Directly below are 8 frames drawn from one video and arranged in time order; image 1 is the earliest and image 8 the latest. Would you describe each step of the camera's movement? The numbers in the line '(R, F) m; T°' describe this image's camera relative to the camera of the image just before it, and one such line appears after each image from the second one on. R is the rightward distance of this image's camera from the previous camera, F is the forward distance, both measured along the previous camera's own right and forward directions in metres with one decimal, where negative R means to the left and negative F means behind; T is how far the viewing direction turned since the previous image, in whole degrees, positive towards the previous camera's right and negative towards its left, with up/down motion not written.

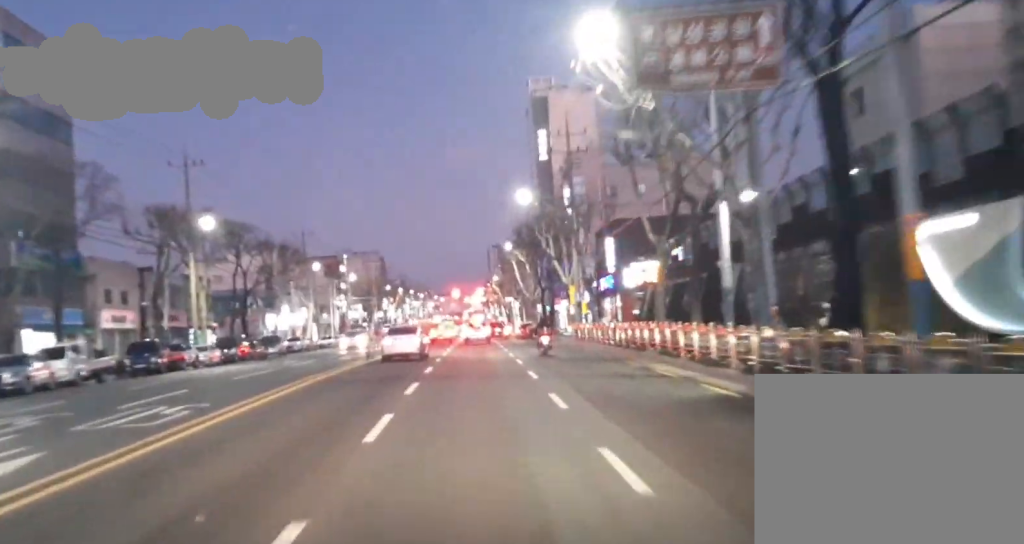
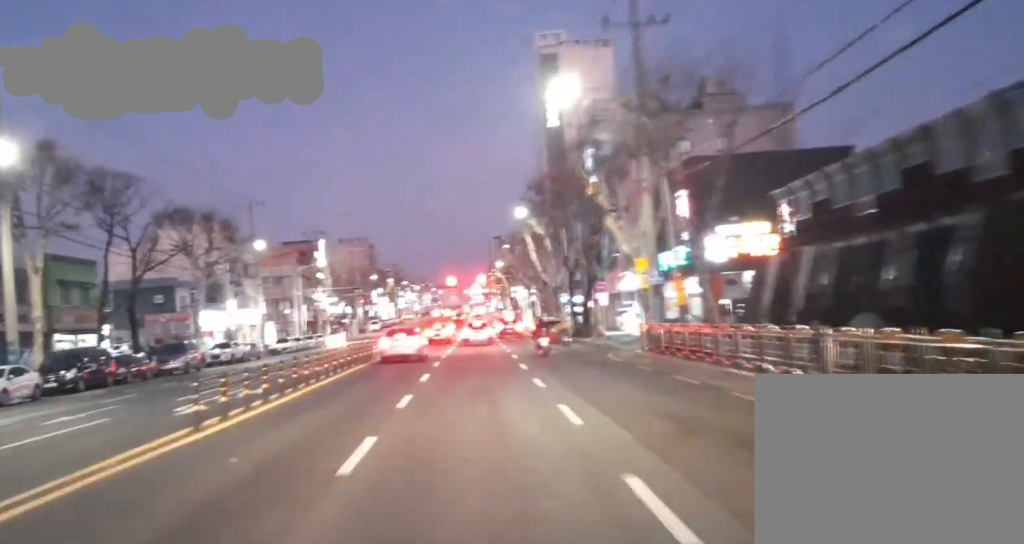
(+1.1, +26.9) m; +3°
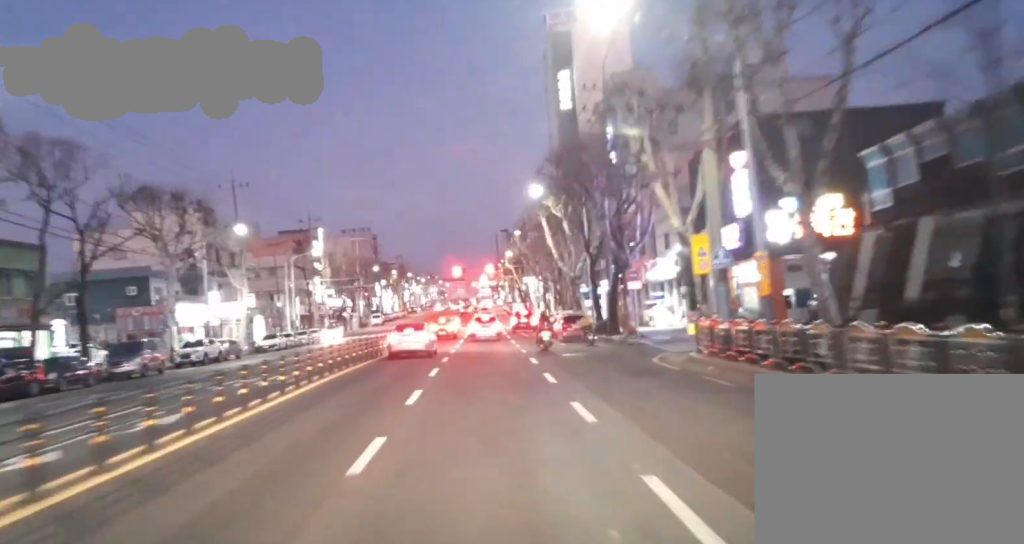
(0.0, +9.2) m; 0°
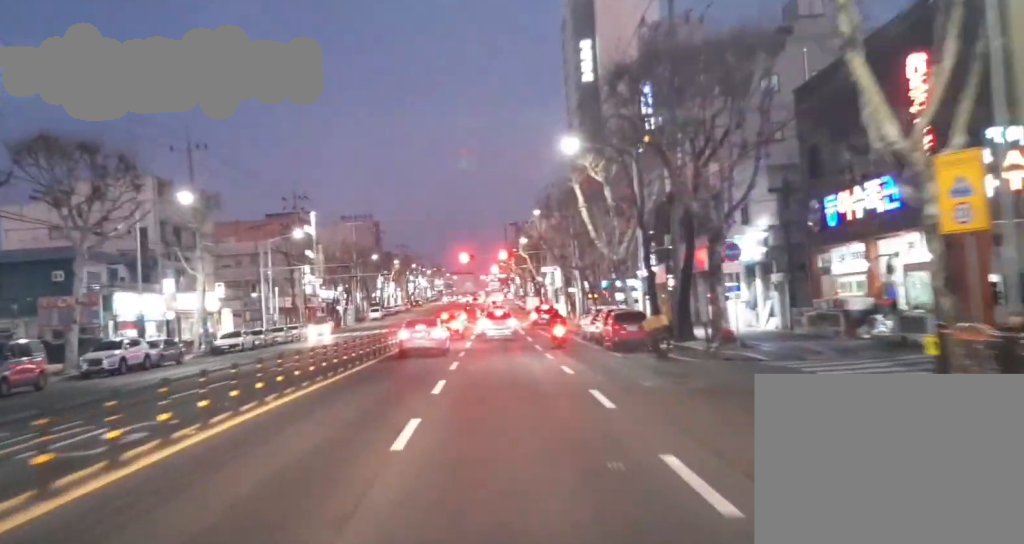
(0.0, +16.6) m; -1°
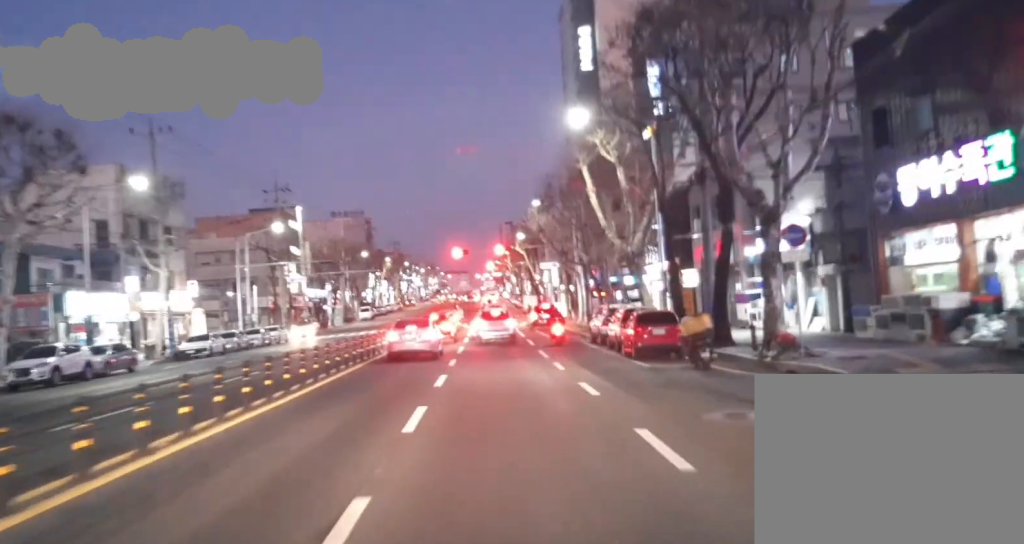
(0.0, +6.4) m; 0°
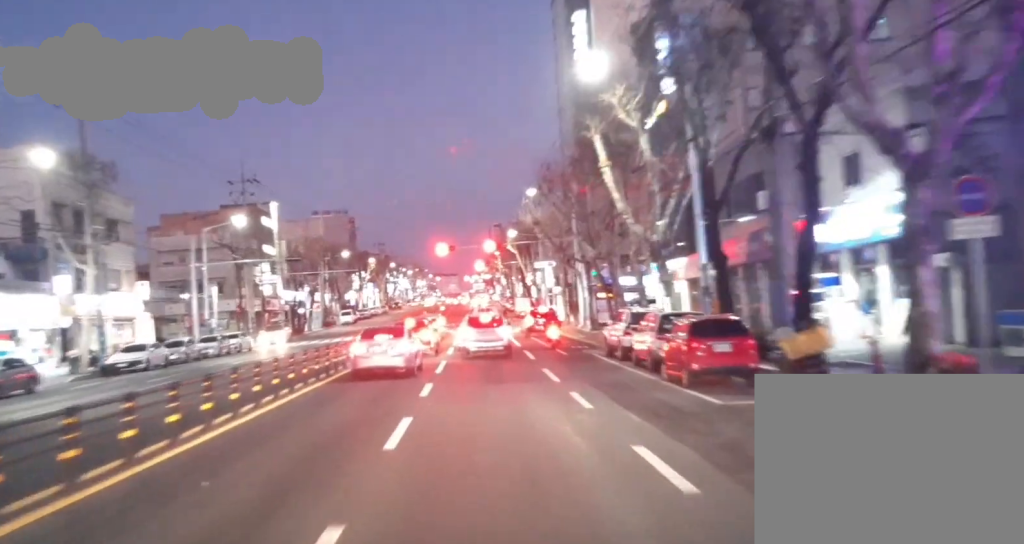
(-0.2, +9.5) m; 0°
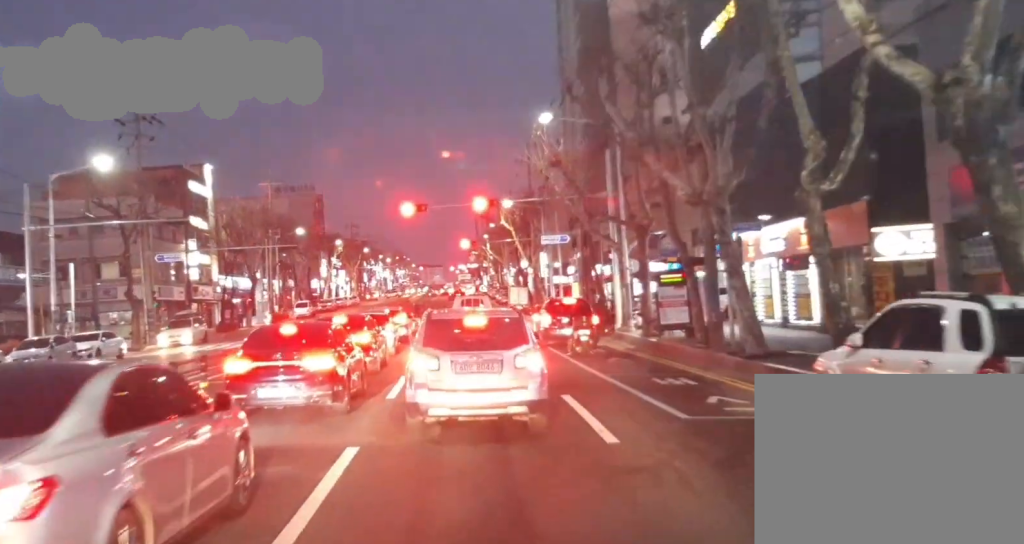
(+1.1, +22.9) m; +4°
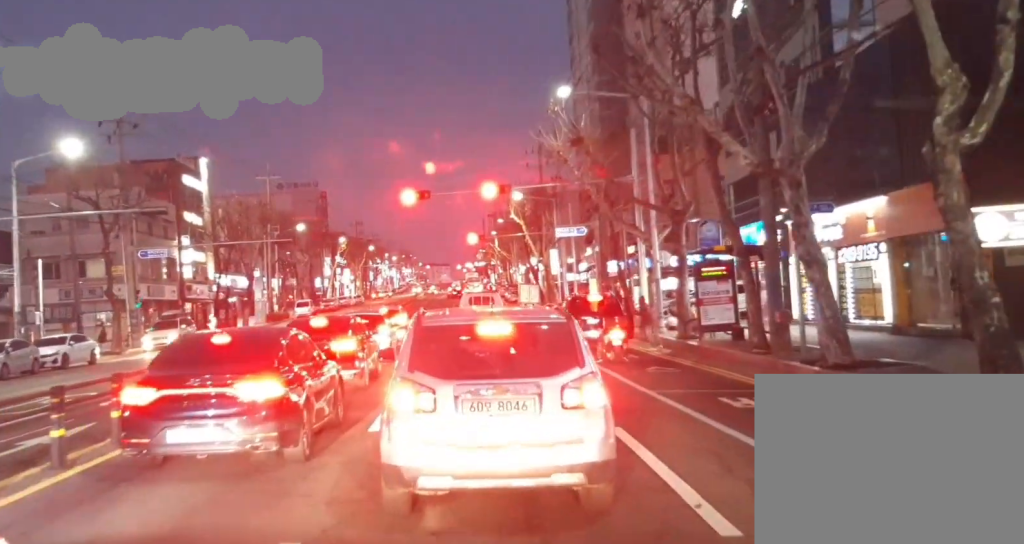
(+0.1, +5.8) m; -5°
